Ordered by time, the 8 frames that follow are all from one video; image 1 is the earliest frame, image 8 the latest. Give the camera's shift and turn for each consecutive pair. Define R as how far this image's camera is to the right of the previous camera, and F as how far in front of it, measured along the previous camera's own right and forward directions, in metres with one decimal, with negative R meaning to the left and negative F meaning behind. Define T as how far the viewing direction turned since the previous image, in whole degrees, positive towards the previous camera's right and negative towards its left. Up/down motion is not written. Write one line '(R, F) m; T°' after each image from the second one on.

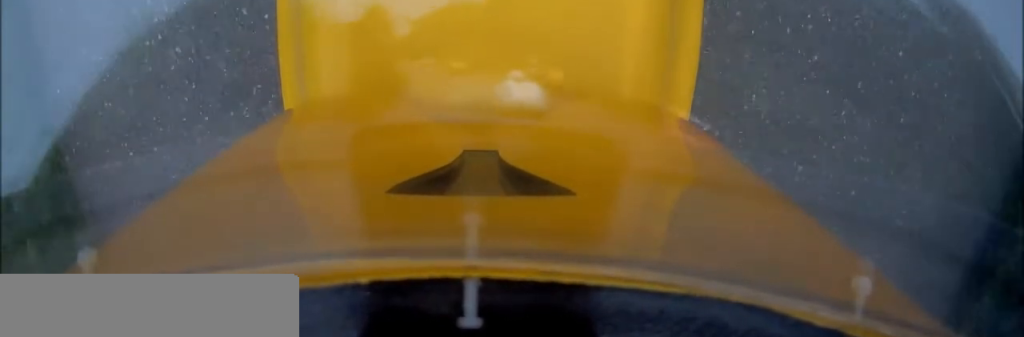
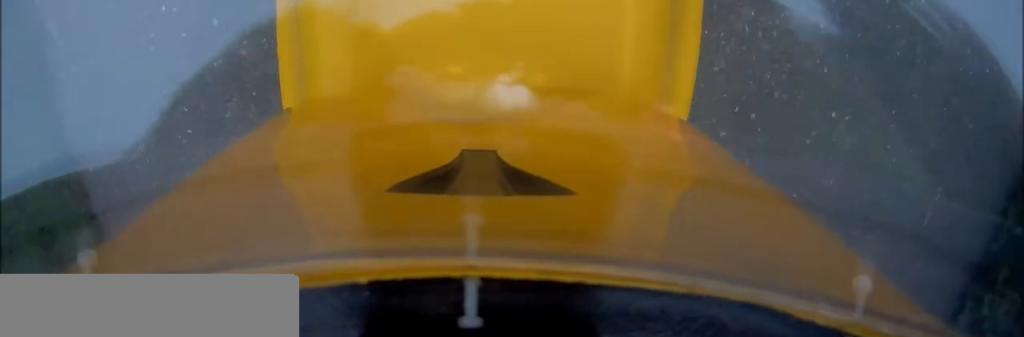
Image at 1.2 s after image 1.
(+0.1, +5.4) m; +4°
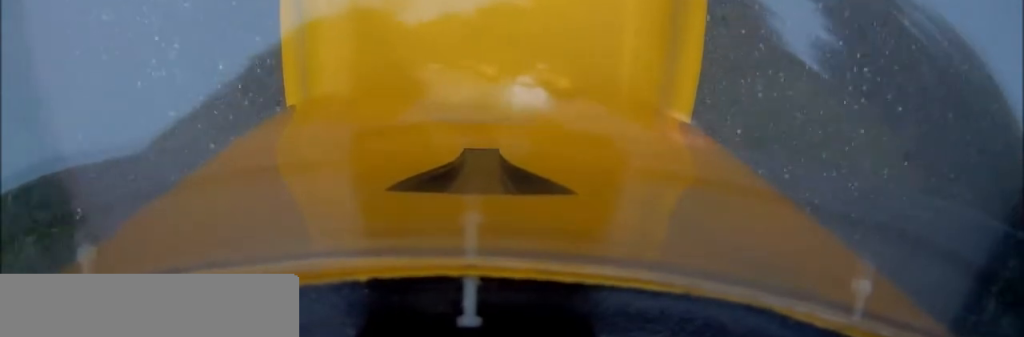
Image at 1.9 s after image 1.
(+0.1, +3.3) m; +1°
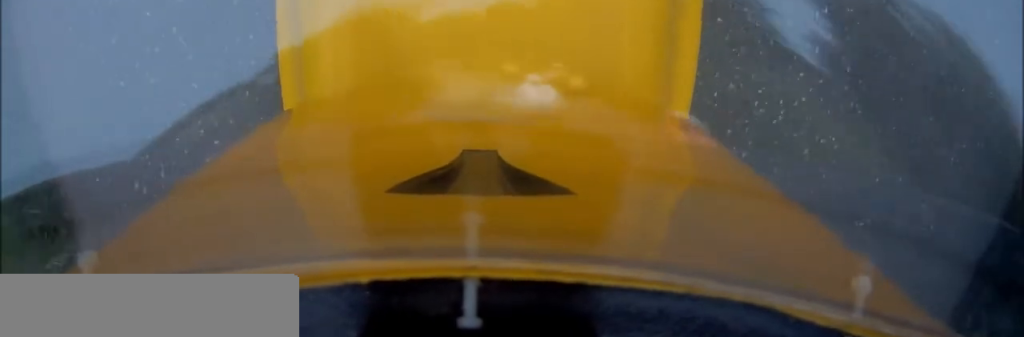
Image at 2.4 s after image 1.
(0.0, +2.5) m; 0°
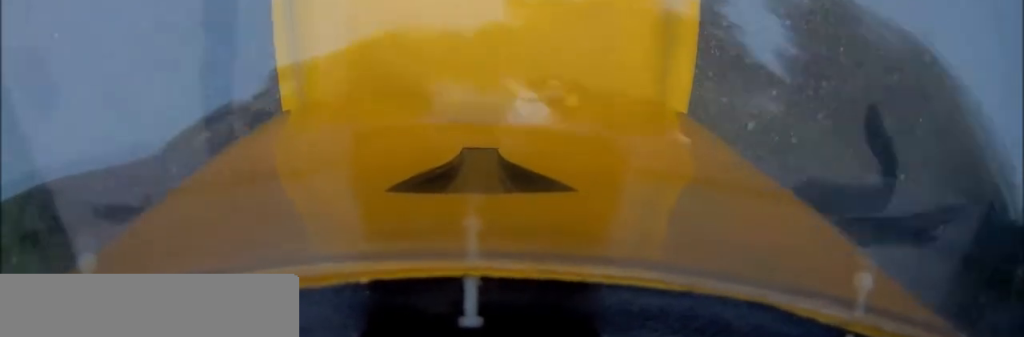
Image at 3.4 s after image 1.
(-0.1, +4.8) m; -5°
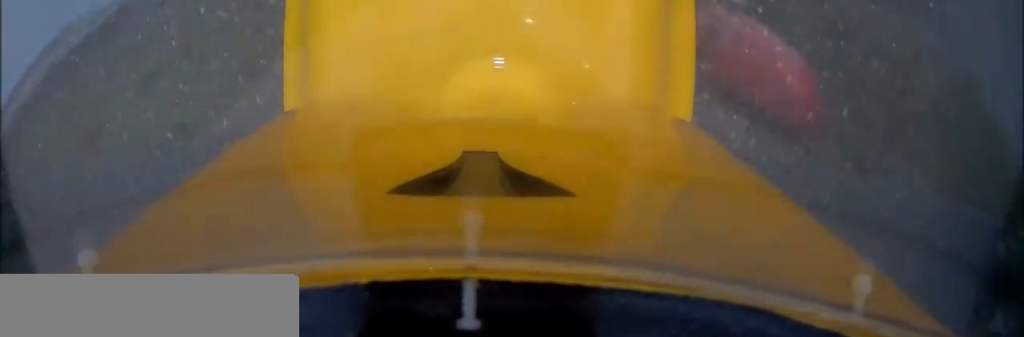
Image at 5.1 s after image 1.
(-0.1, +7.5) m; +4°
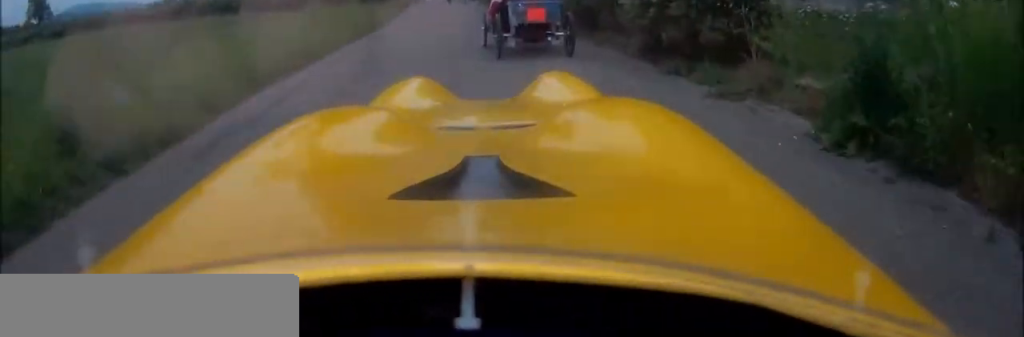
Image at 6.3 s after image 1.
(+0.3, +5.3) m; +8°
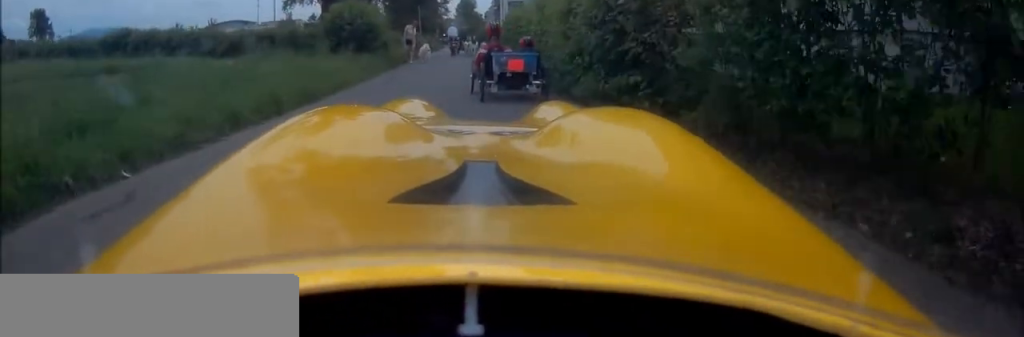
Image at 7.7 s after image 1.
(+0.4, +6.0) m; -1°
